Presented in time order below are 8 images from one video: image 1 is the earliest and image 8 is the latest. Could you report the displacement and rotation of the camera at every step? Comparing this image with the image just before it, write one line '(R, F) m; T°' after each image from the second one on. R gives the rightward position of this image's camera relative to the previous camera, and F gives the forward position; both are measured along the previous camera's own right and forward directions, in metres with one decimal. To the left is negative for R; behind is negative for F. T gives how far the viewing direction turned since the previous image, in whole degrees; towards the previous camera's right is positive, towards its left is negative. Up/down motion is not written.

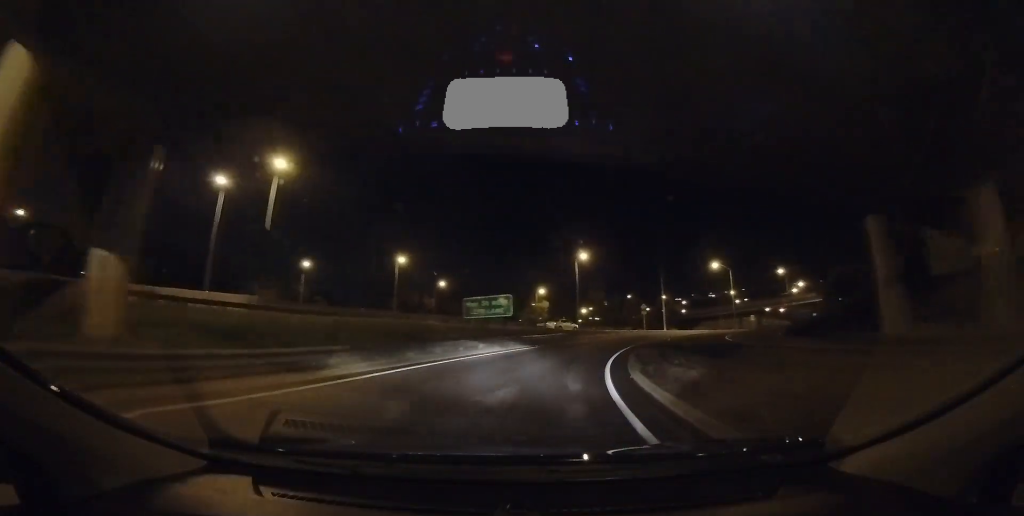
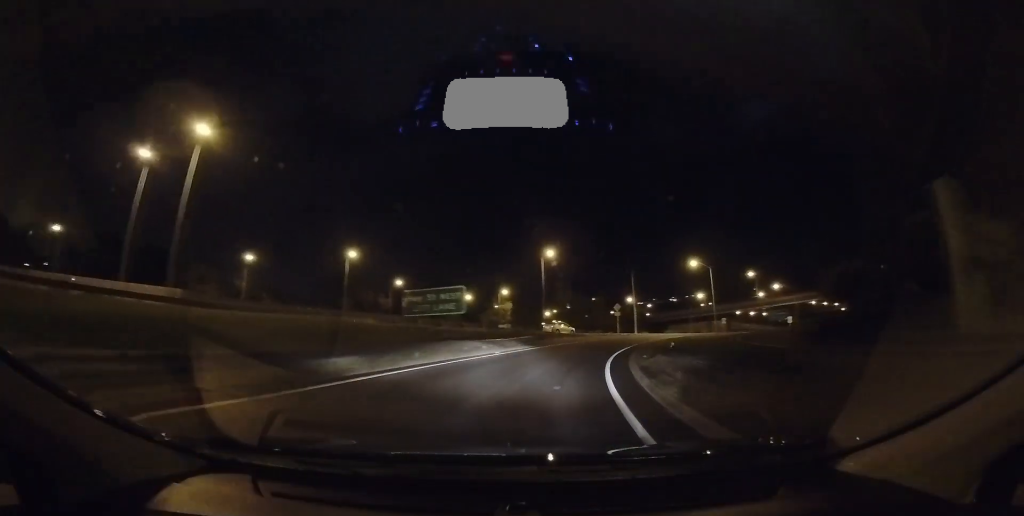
(+0.1, +5.1) m; 0°
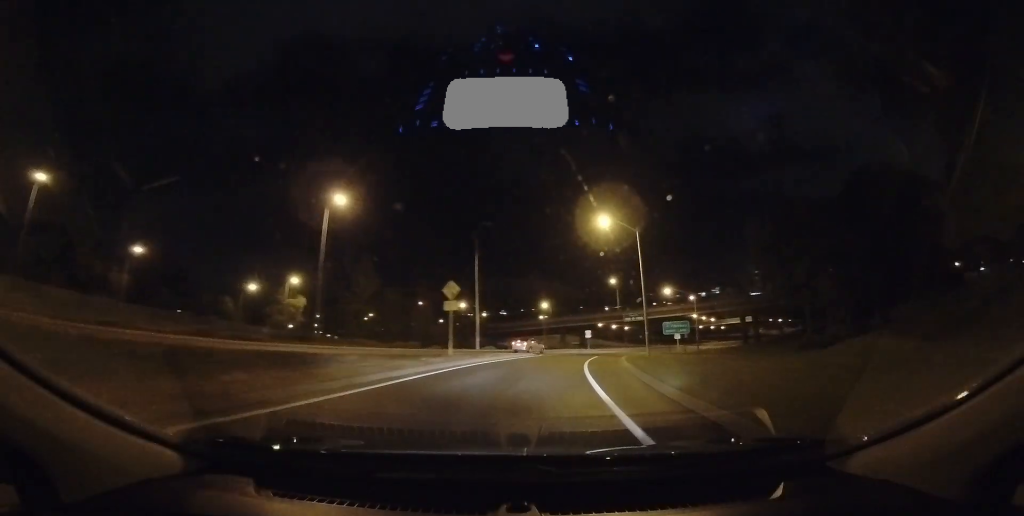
(+1.8, +23.8) m; +15°
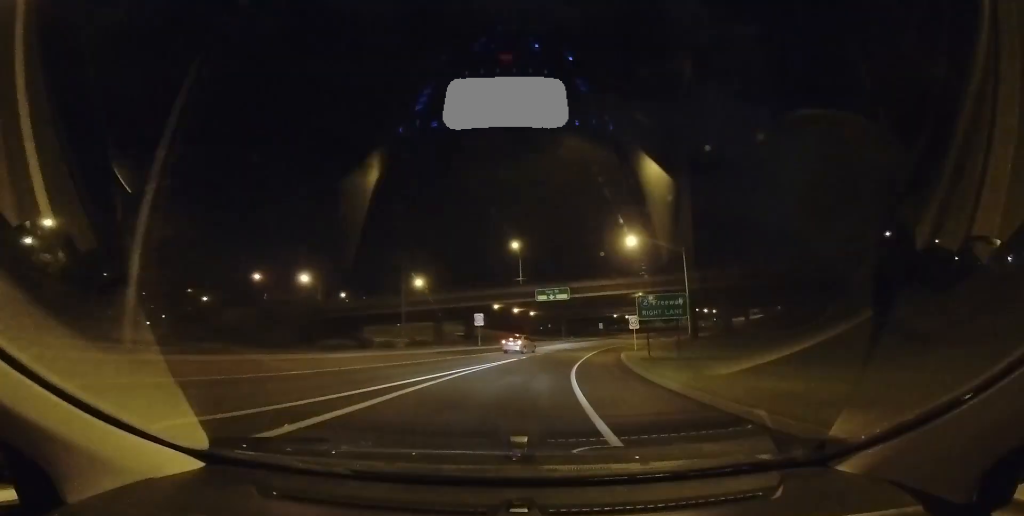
(+5.2, +24.2) m; +26°
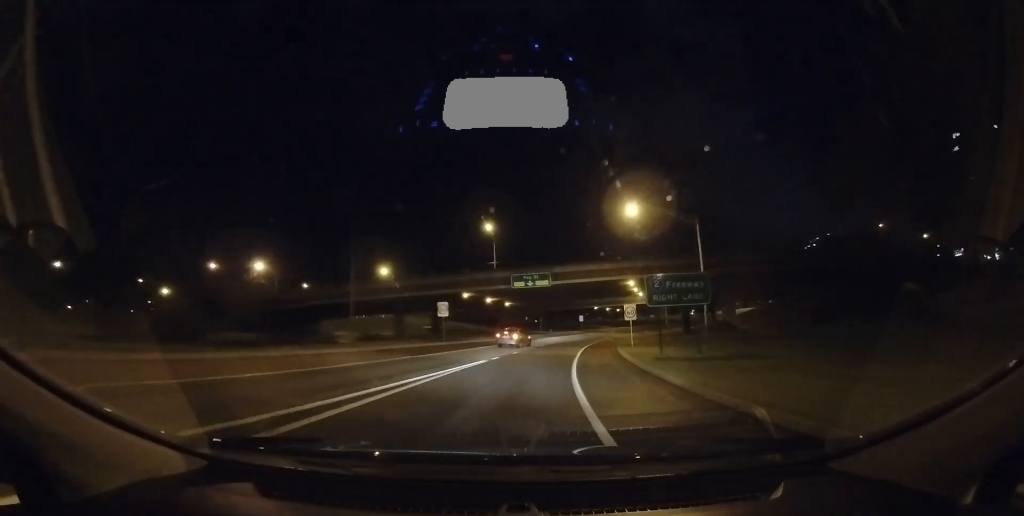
(+0.4, +5.7) m; +3°
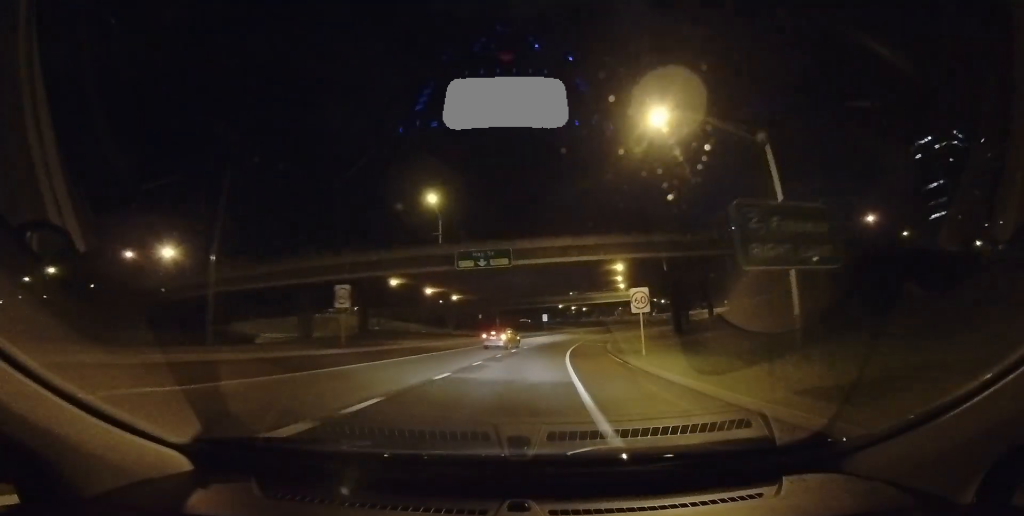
(+1.0, +10.2) m; +2°
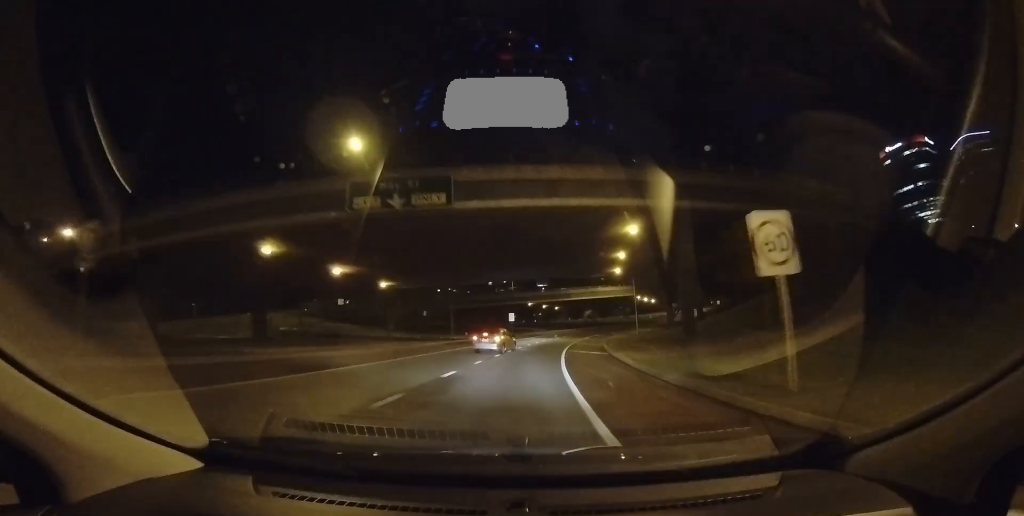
(-0.6, +10.0) m; -3°
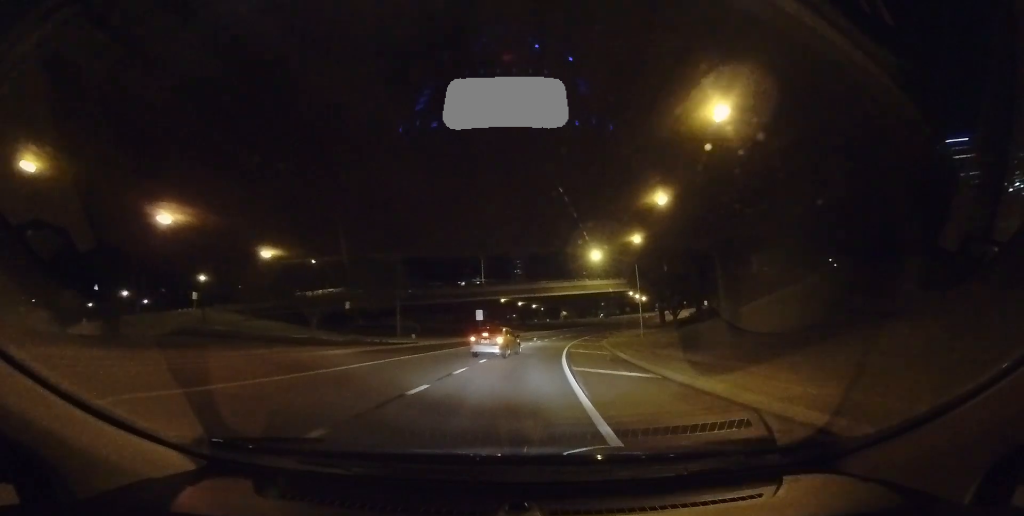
(-0.2, +8.6) m; +9°
